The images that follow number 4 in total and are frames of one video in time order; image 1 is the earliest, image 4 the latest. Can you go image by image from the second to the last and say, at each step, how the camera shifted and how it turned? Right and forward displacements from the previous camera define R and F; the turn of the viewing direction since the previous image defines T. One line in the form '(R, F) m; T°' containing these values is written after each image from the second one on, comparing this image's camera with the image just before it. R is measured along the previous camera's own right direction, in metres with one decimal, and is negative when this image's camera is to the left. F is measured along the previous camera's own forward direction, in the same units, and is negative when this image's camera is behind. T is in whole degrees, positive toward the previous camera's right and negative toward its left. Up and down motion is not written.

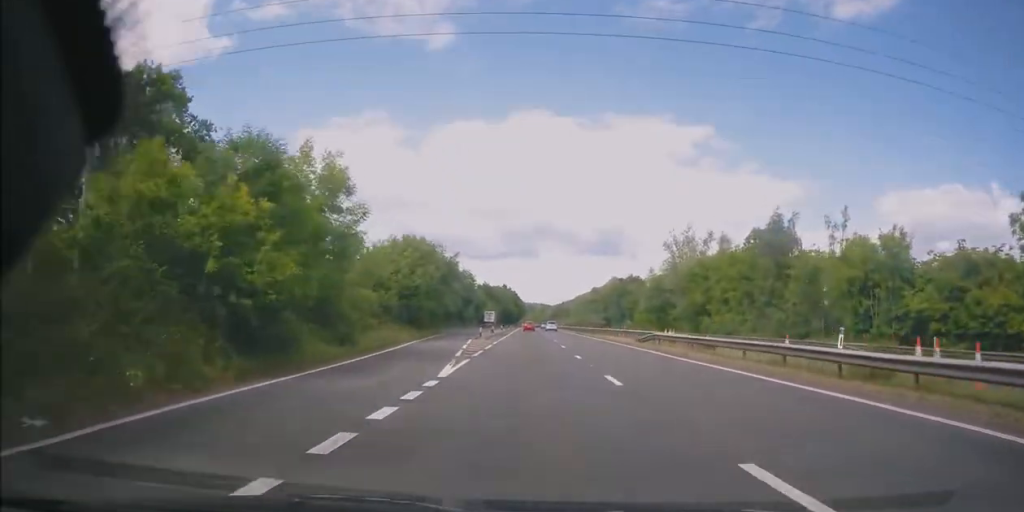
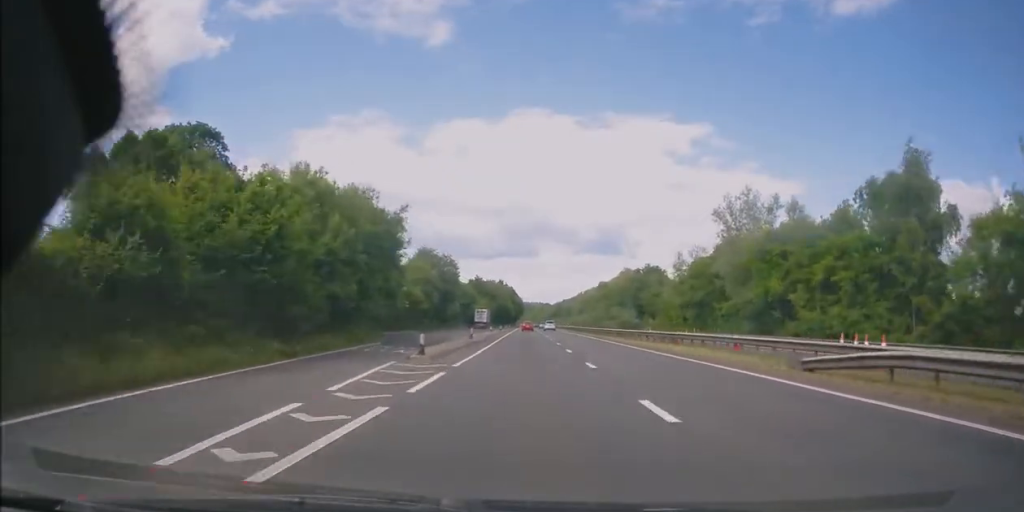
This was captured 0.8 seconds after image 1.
(0.0, +23.3) m; 0°
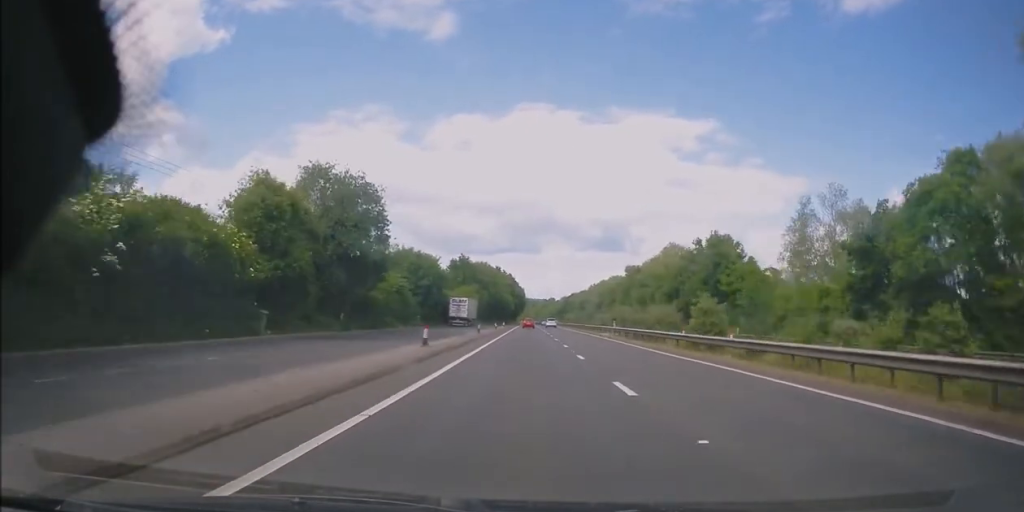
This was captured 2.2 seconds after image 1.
(0.0, +43.4) m; -1°
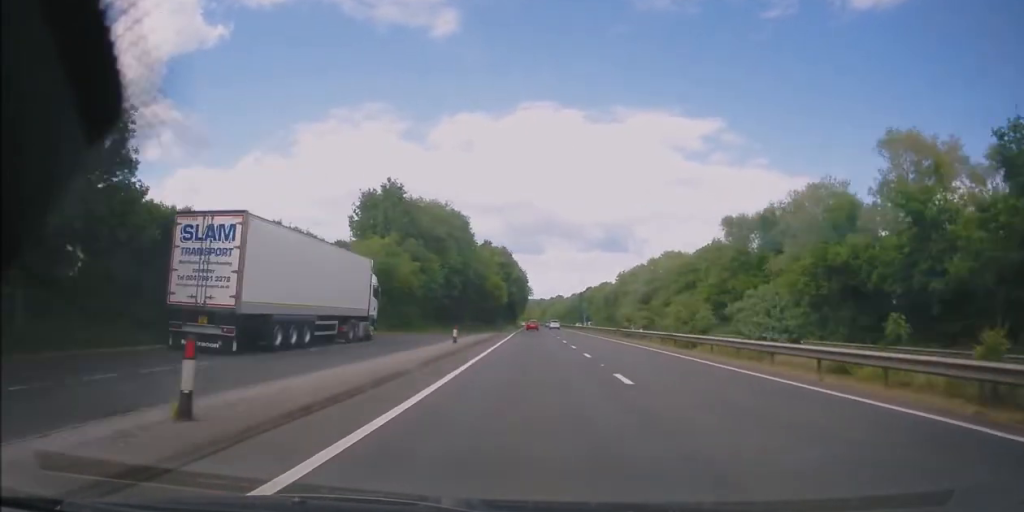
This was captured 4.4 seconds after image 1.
(-0.2, +65.6) m; +1°
